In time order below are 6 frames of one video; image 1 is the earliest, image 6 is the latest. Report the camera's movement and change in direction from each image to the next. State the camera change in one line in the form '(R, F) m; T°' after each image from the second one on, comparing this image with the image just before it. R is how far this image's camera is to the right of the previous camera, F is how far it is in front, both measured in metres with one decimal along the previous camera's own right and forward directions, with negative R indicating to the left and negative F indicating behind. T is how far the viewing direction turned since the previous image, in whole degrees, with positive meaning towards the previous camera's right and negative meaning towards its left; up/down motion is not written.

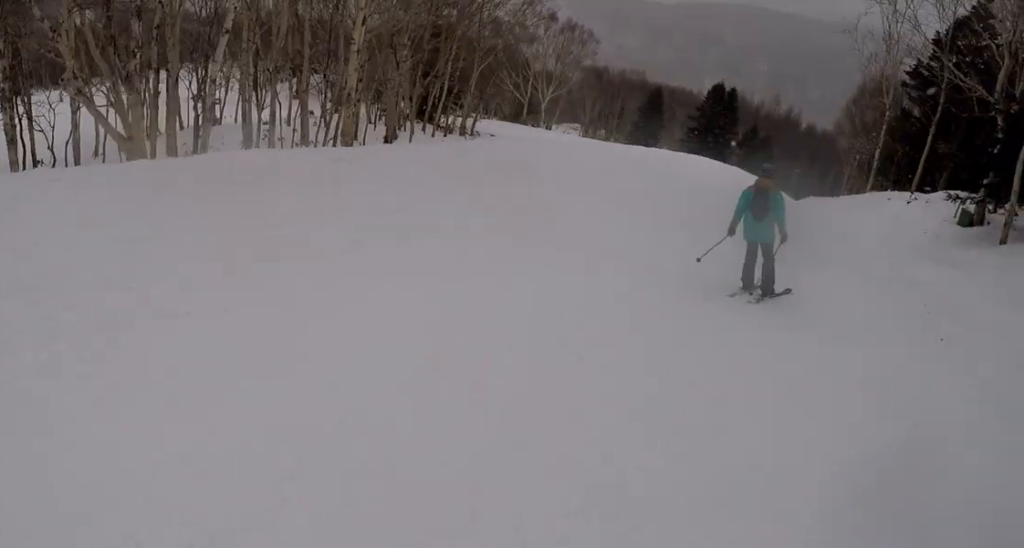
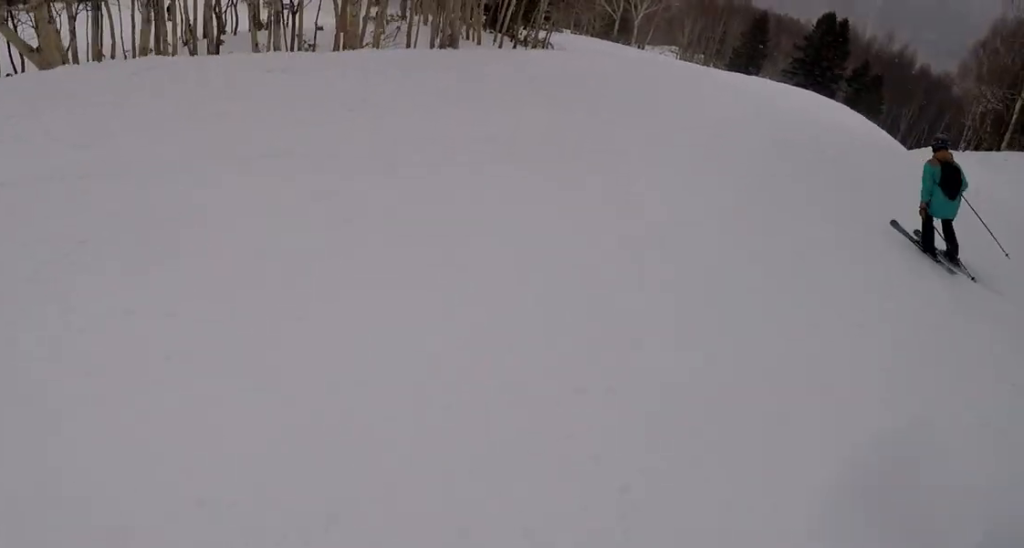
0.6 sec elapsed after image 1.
(-0.1, +3.9) m; +1°
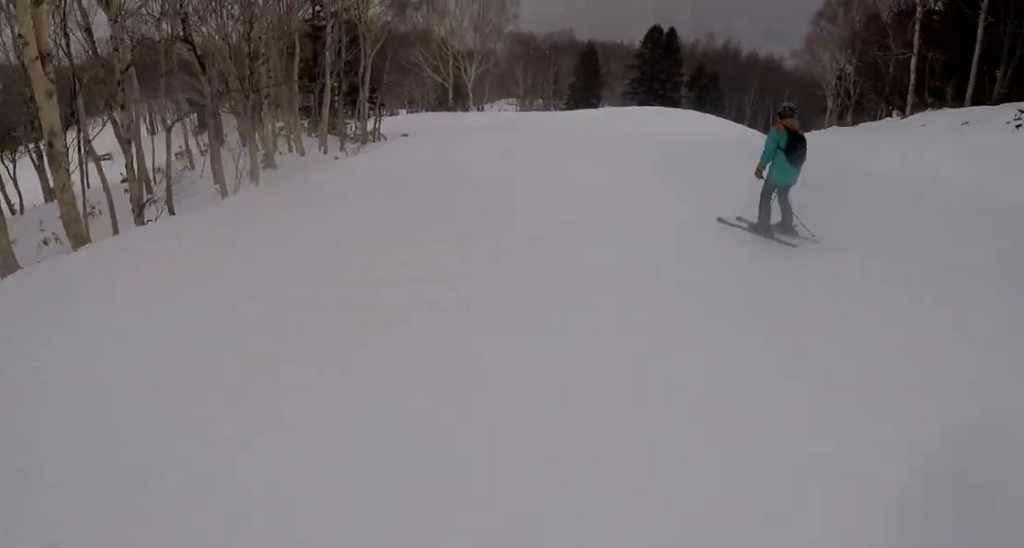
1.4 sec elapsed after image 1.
(+0.1, +5.1) m; +5°
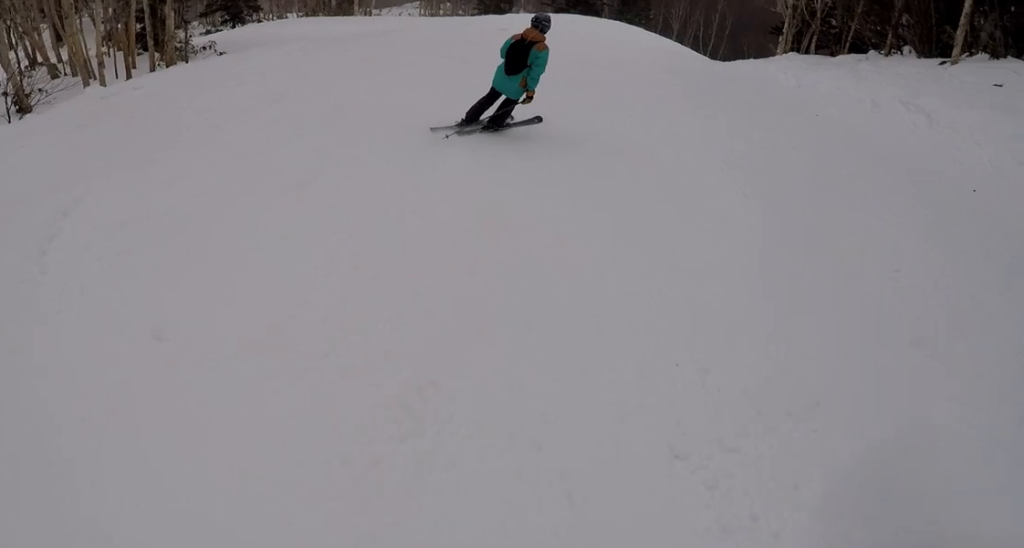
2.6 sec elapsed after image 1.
(+0.8, +7.8) m; 0°
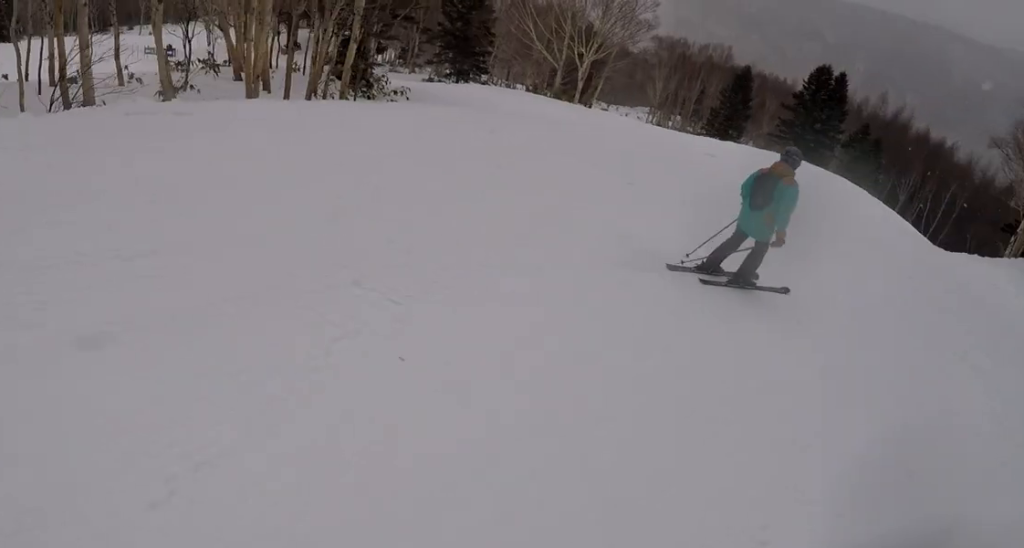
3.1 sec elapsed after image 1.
(+0.1, +3.0) m; -4°
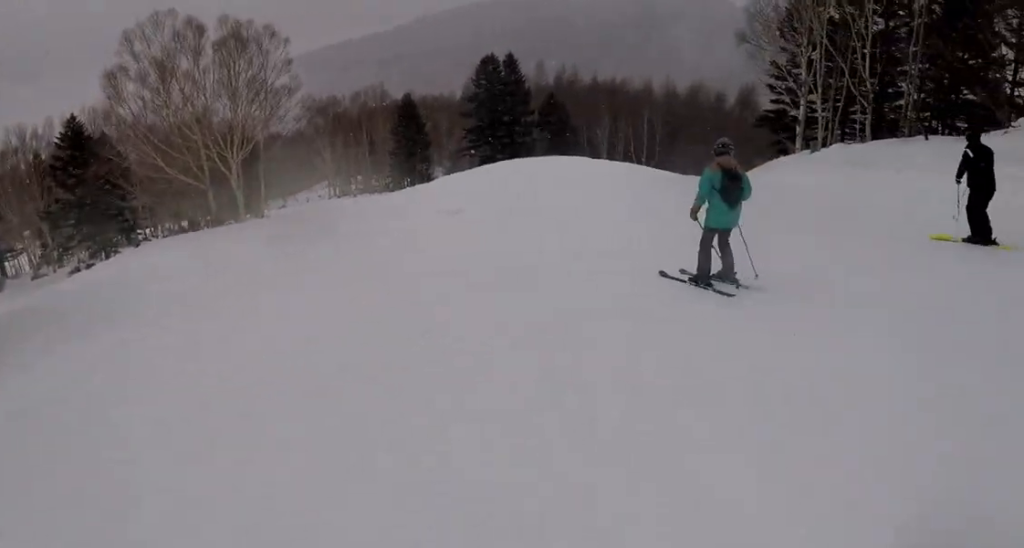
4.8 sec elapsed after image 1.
(-1.6, +10.4) m; +1°
